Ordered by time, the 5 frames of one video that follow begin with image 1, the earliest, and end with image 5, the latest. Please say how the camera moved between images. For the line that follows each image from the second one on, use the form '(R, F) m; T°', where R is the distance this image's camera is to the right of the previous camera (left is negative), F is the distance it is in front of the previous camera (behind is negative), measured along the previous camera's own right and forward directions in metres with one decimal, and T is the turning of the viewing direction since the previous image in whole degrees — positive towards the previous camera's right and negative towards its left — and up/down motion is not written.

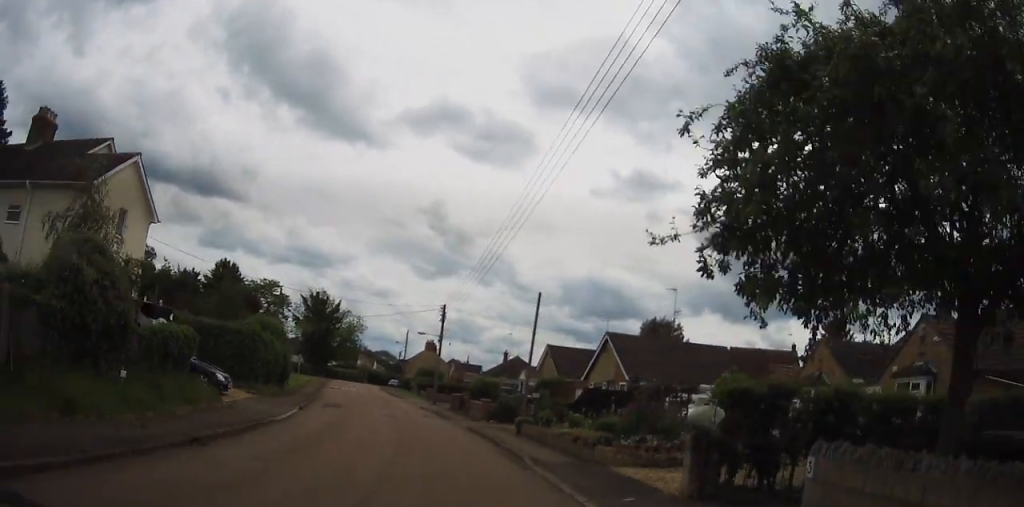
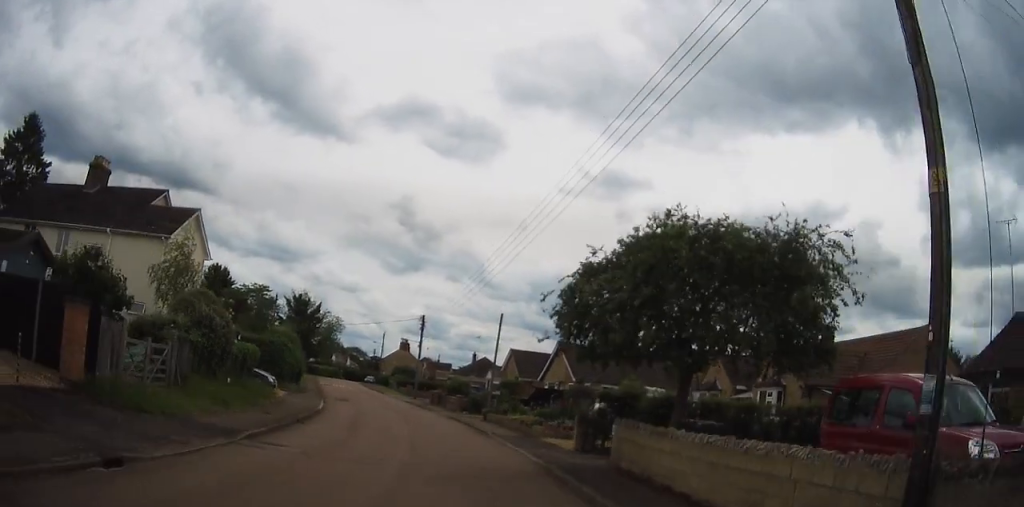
(+0.3, +8.5) m; +3°
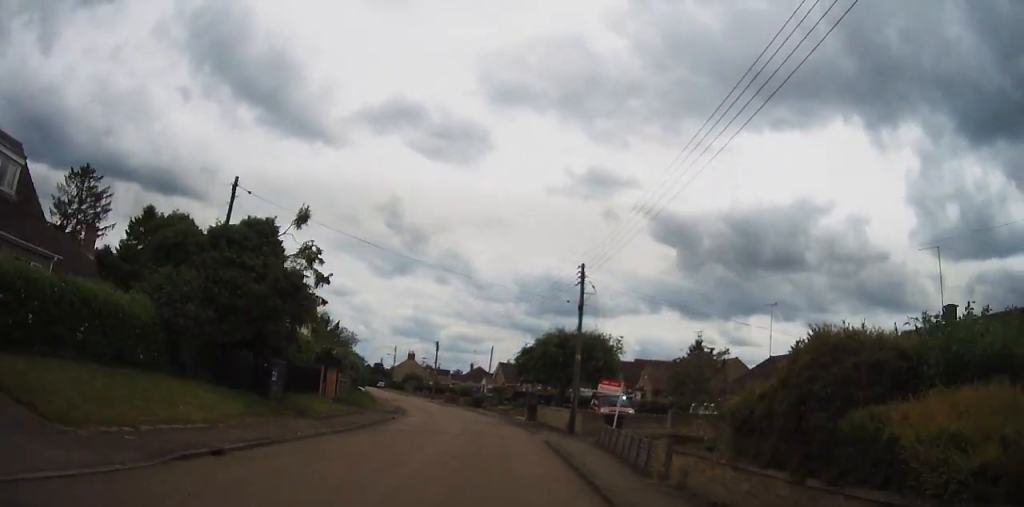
(+0.7, +22.8) m; +2°
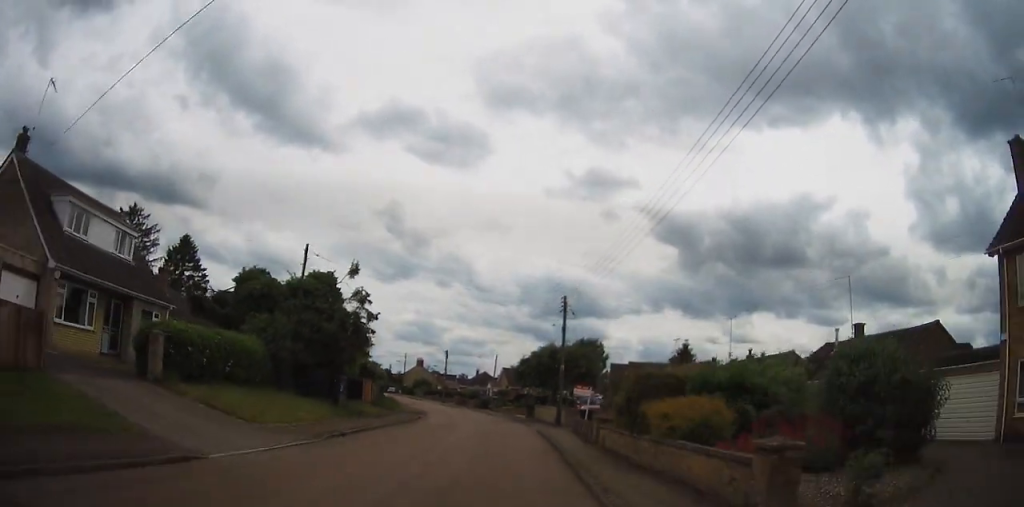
(-0.1, +8.4) m; -1°
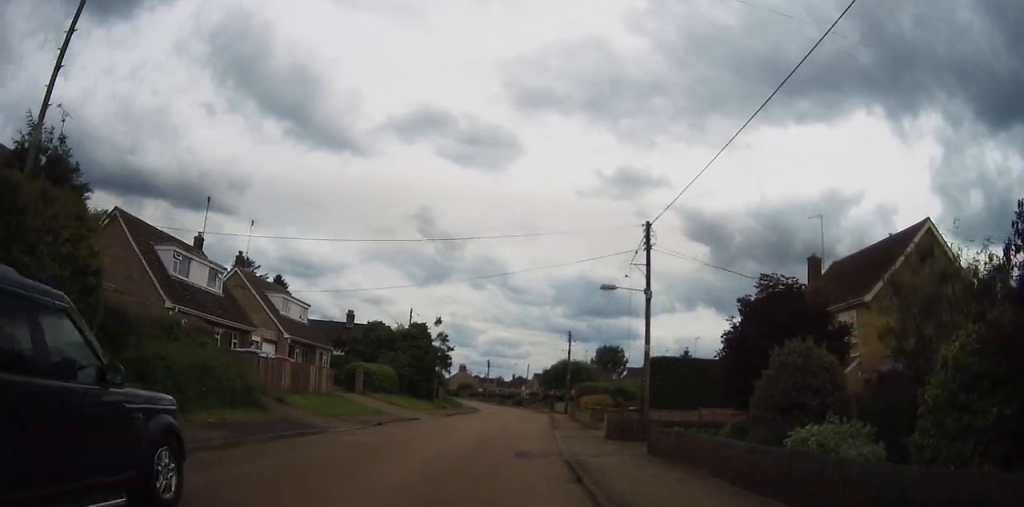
(-0.1, +20.0) m; -2°
